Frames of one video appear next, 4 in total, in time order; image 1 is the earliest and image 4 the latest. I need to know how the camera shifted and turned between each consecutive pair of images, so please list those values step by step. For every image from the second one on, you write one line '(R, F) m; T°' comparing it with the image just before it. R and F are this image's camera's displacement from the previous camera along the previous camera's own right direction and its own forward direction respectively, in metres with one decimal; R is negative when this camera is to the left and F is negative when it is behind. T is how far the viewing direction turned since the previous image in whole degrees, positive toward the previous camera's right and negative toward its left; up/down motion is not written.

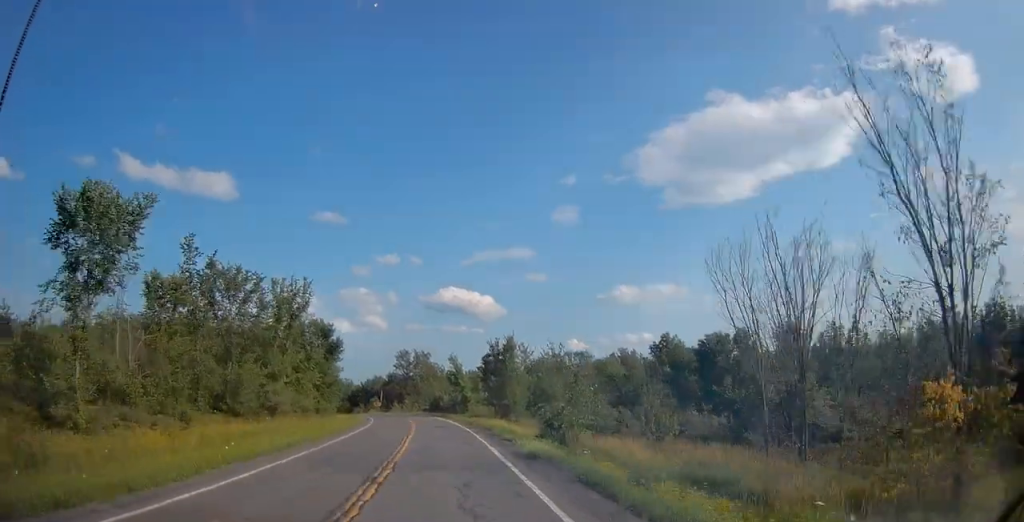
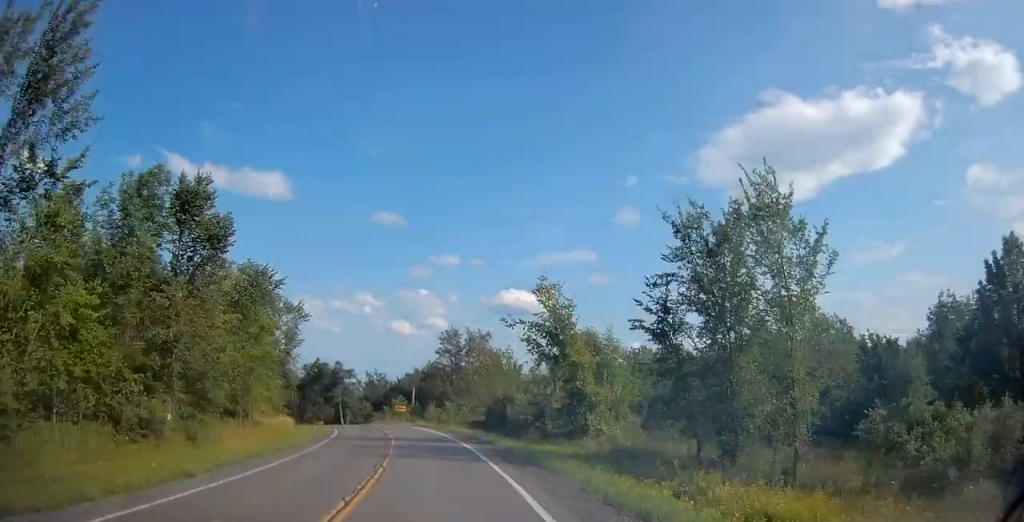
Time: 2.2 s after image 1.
(-2.3, +45.7) m; -7°
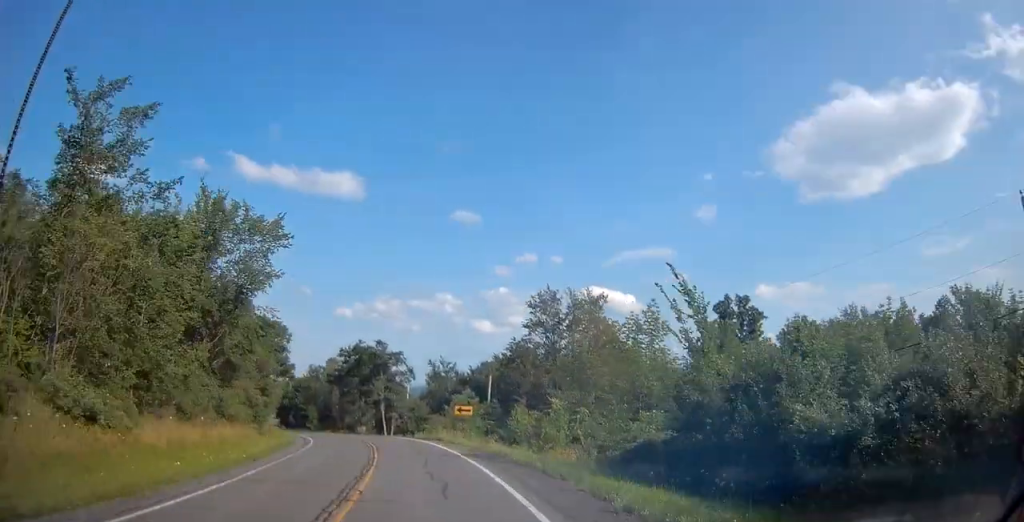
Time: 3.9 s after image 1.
(-1.9, +30.5) m; -8°
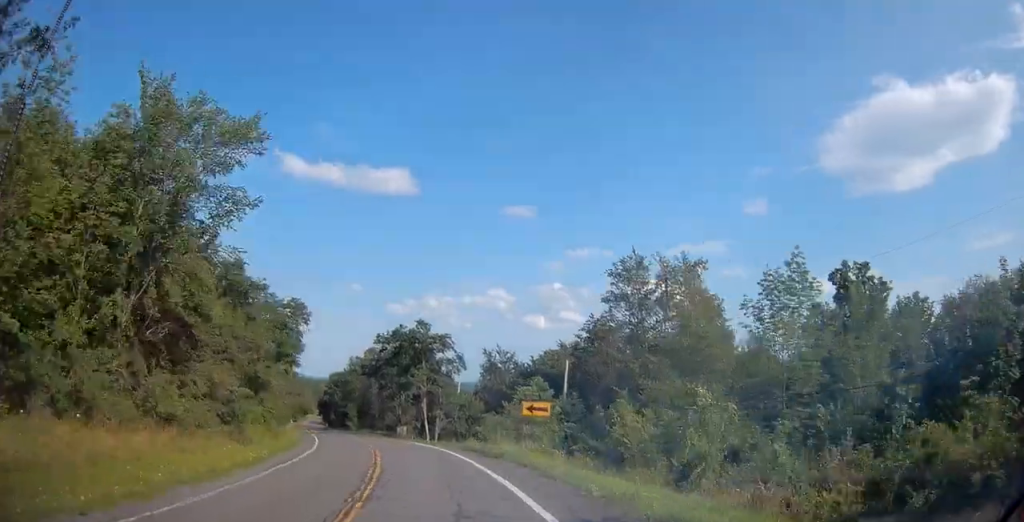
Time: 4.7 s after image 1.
(0.0, +13.1) m; -5°
